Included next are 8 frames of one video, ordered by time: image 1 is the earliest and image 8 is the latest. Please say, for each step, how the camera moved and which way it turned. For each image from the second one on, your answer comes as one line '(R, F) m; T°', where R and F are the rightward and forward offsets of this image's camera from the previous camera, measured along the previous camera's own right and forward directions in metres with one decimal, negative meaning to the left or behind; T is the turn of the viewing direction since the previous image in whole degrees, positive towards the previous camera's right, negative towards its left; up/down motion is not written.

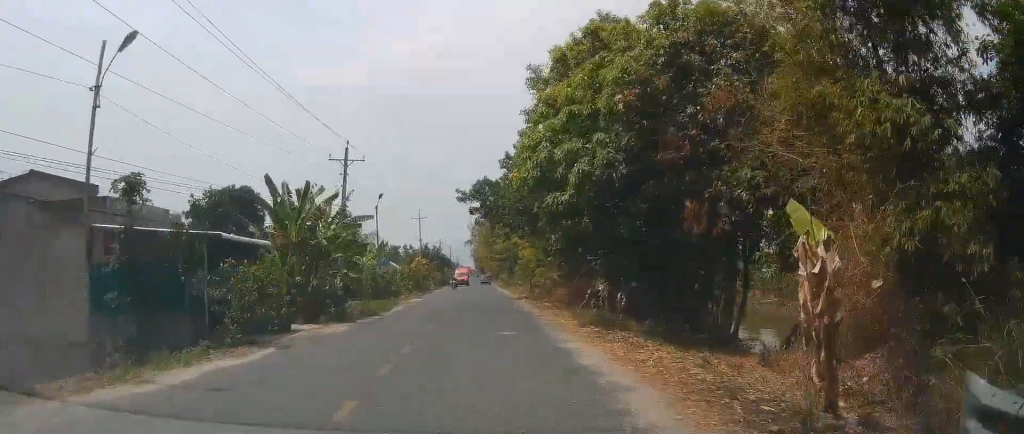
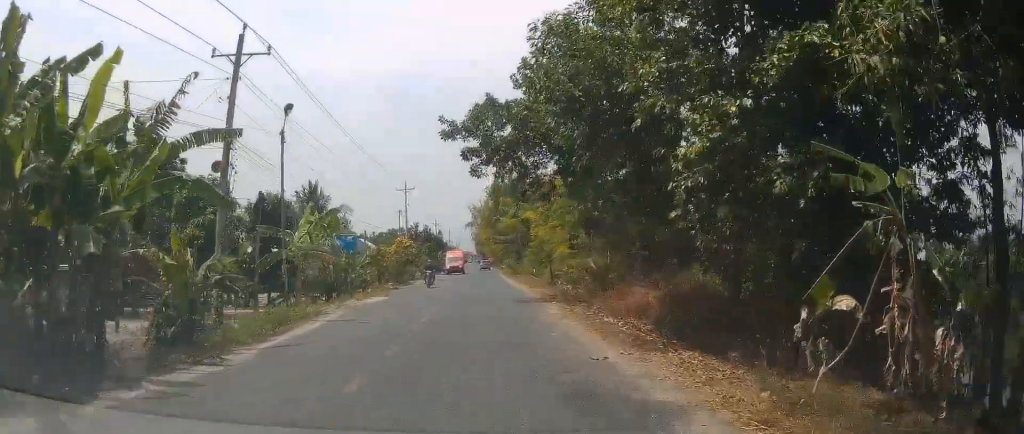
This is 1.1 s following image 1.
(-0.3, +17.3) m; -1°
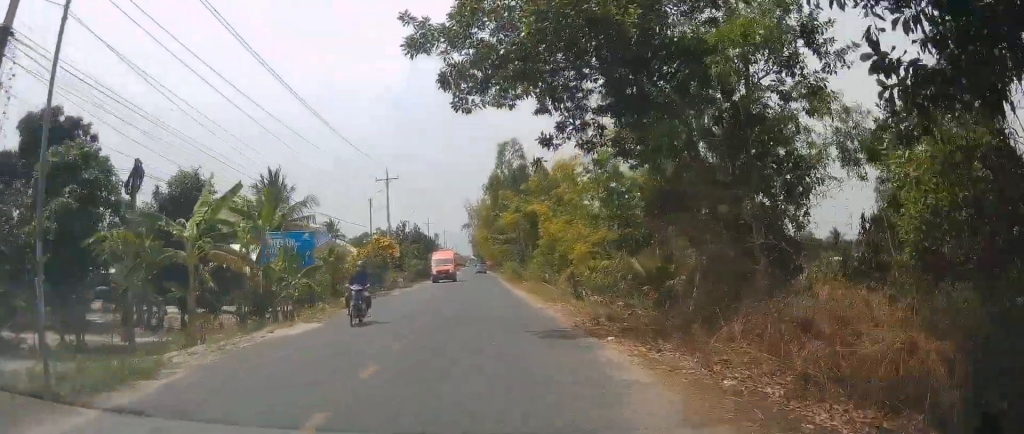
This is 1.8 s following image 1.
(+0.1, +11.2) m; +1°
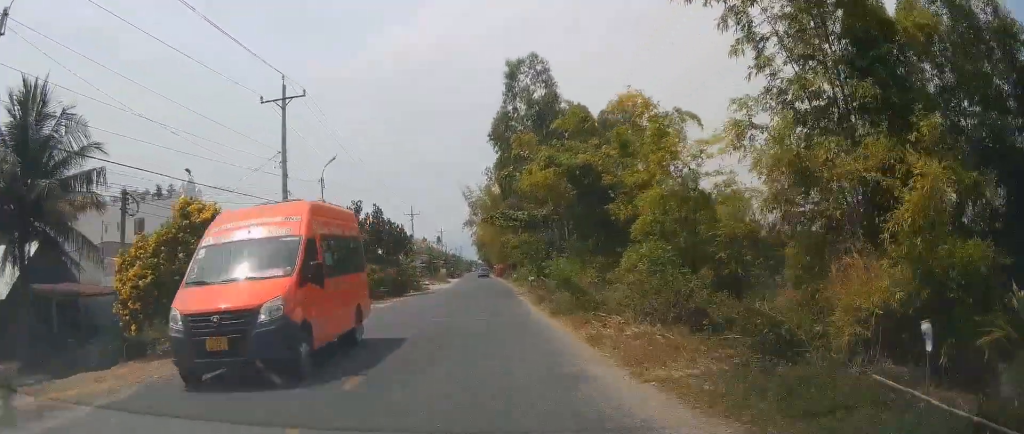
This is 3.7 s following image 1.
(+0.3, +30.6) m; -1°
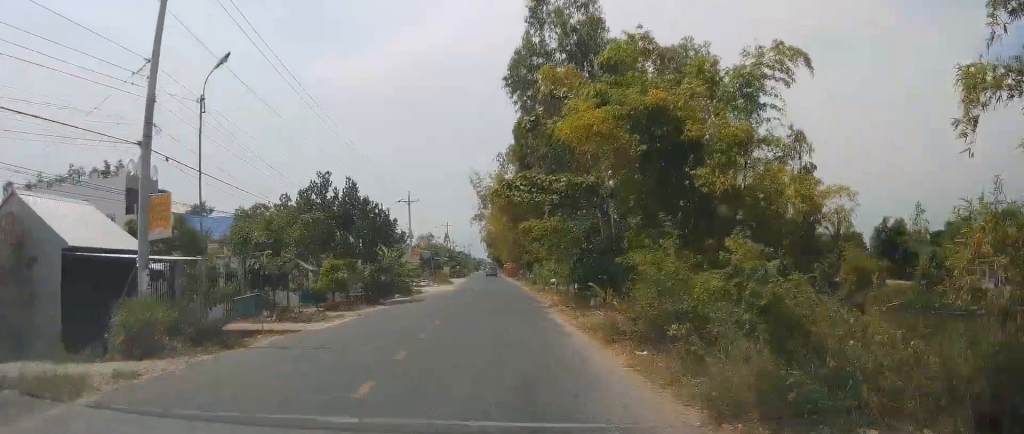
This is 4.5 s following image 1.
(-0.3, +12.9) m; -1°
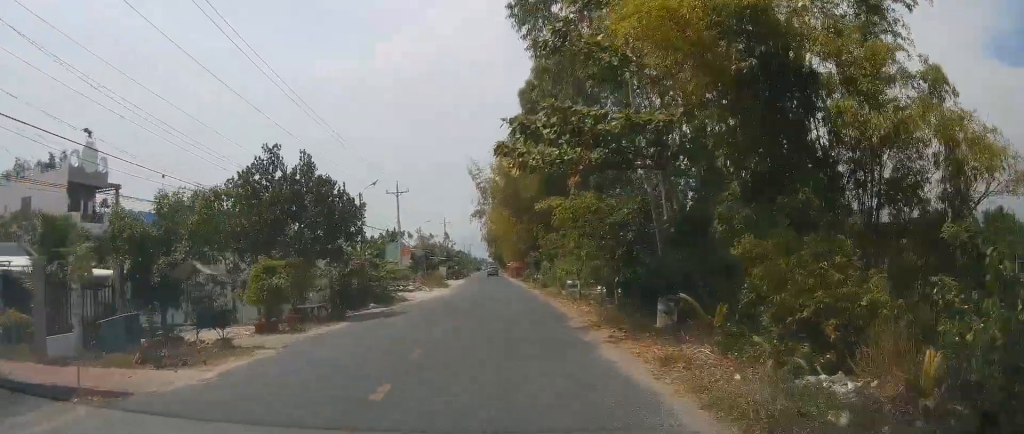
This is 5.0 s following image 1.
(0.0, +8.9) m; 0°
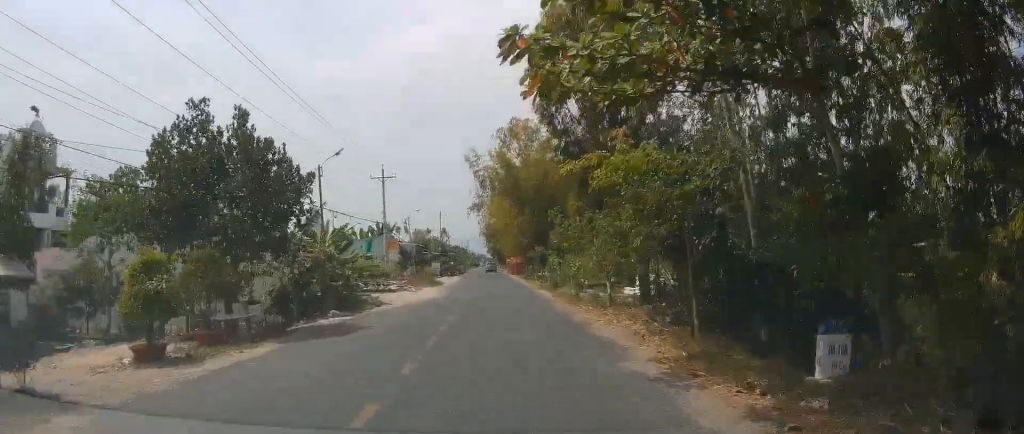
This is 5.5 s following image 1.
(0.0, +7.7) m; 0°
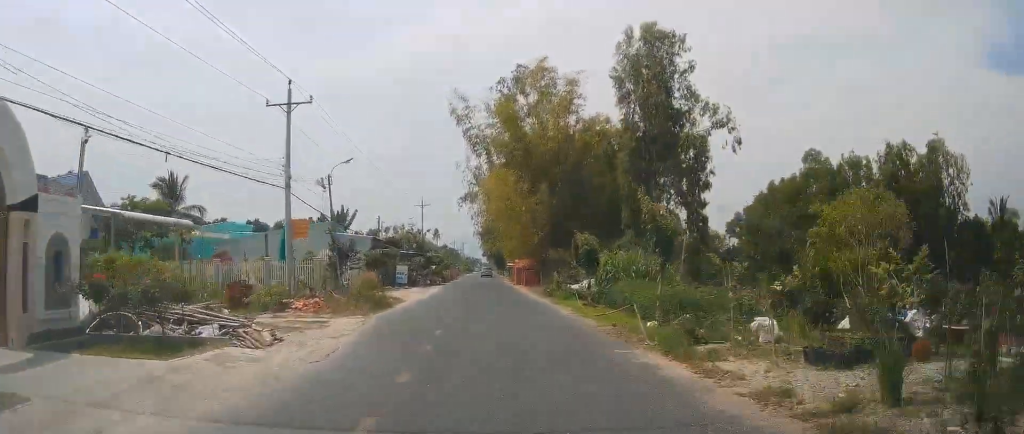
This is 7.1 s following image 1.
(0.0, +24.5) m; +1°
